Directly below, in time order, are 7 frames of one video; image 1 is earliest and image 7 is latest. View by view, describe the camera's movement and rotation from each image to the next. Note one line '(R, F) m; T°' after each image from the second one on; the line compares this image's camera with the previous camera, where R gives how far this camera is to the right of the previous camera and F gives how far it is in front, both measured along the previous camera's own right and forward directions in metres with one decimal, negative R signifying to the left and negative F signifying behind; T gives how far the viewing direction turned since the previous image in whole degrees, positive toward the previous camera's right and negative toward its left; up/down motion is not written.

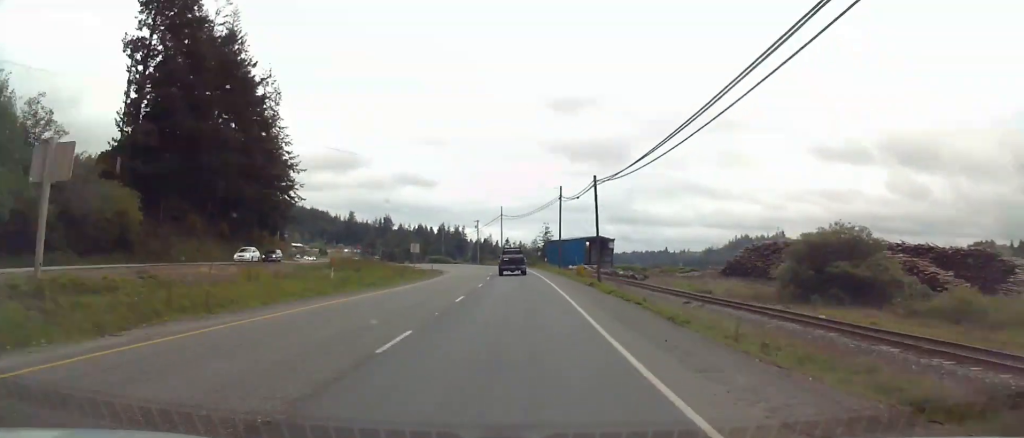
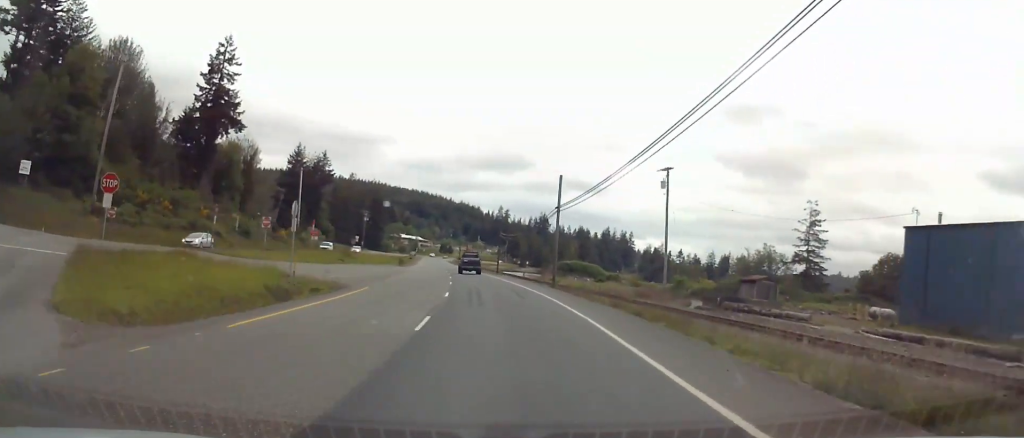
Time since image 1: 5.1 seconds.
(-4.1, +118.9) m; -8°
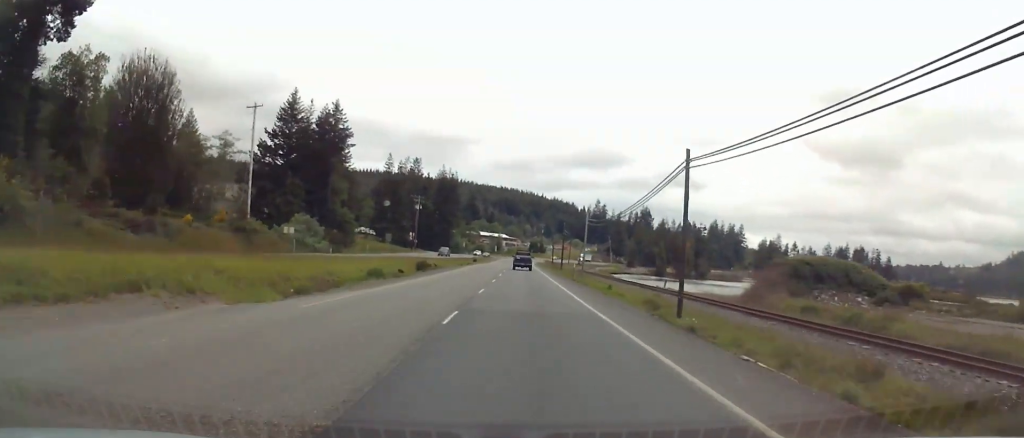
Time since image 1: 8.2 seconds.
(-8.1, +71.6) m; -8°
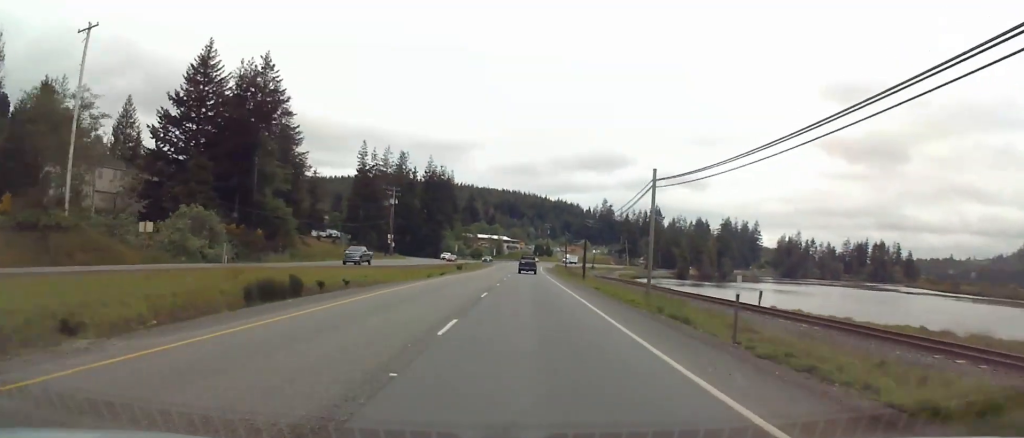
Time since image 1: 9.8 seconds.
(0.0, +37.9) m; 0°
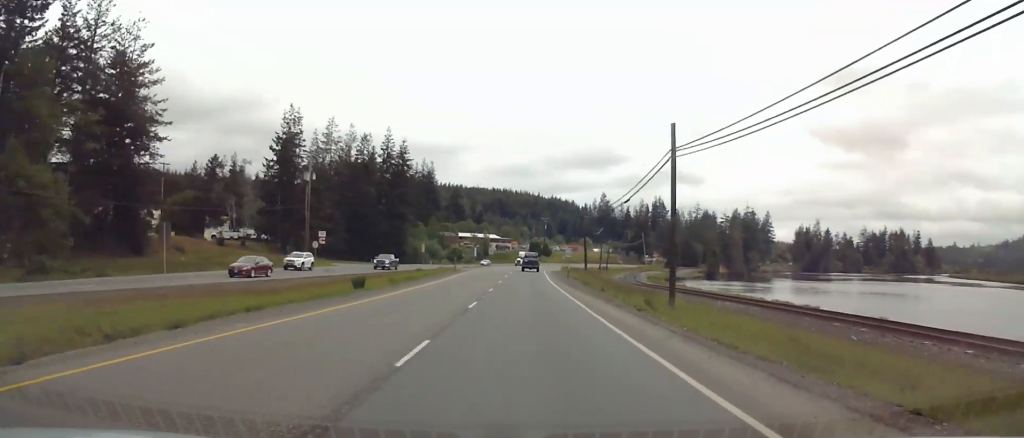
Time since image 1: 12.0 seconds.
(-0.3, +52.2) m; 0°
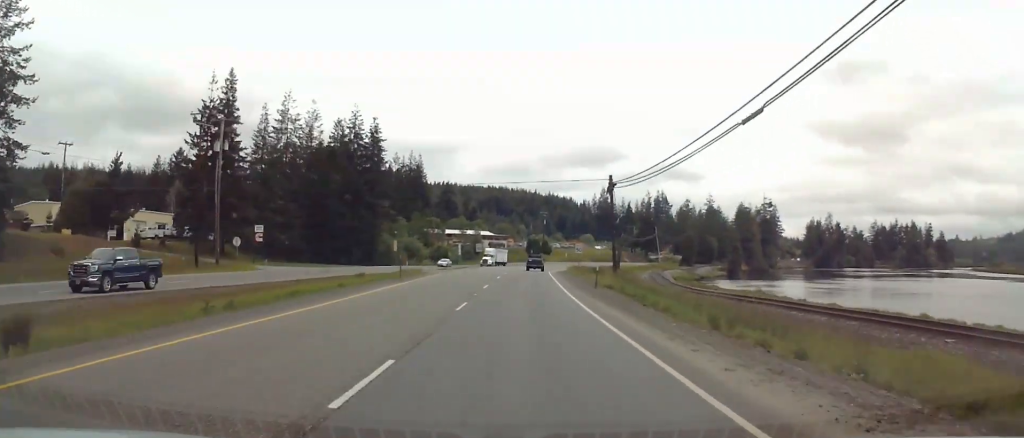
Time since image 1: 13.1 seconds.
(0.0, +26.8) m; 0°
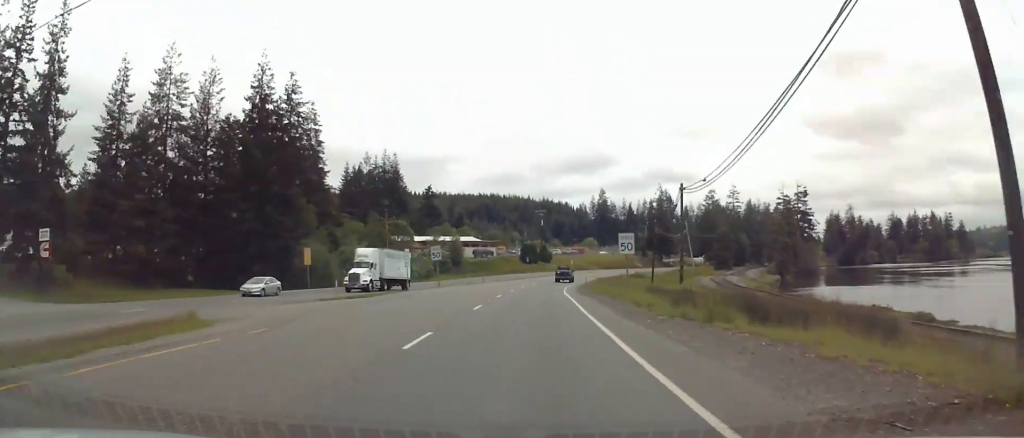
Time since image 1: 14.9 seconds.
(-0.1, +42.4) m; +2°
